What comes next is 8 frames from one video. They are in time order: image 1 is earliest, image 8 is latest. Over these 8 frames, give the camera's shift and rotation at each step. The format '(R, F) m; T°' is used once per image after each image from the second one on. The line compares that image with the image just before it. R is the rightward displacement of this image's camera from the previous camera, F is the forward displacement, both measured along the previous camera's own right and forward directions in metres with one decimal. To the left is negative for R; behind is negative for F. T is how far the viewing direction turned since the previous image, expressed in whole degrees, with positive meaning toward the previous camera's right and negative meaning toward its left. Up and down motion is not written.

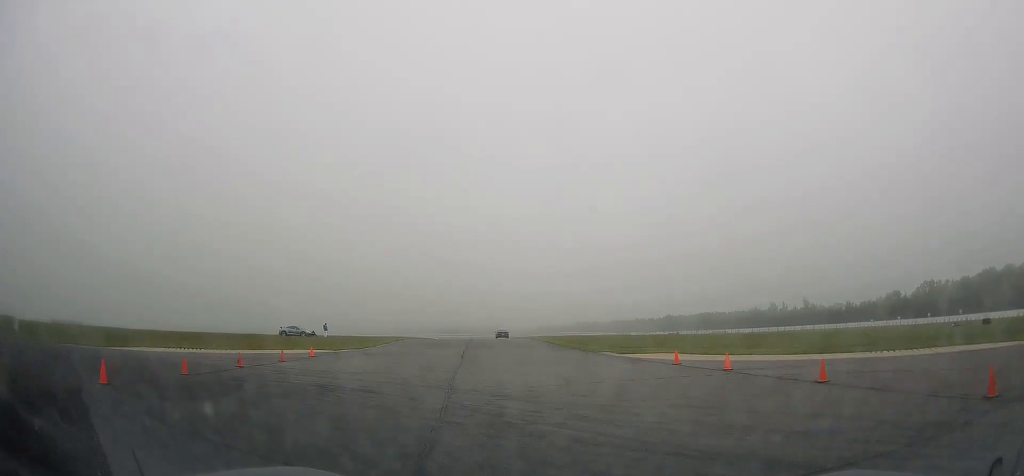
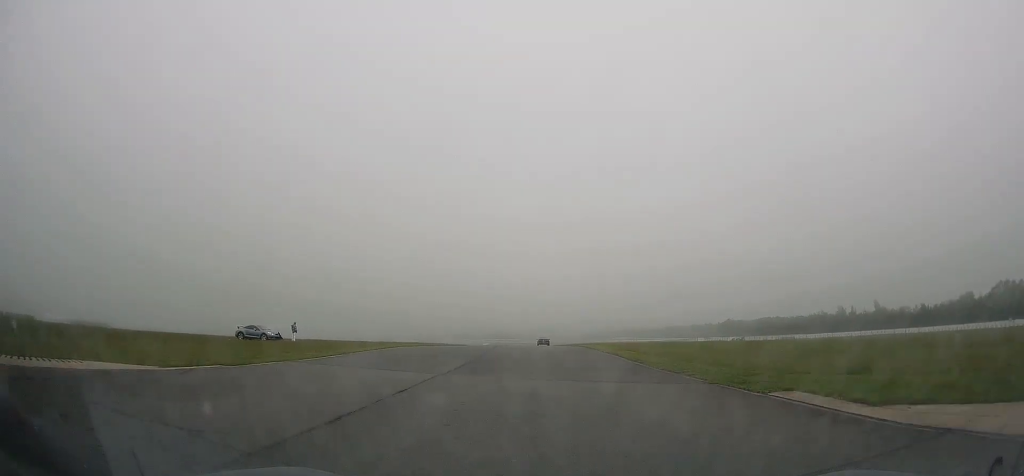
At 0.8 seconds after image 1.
(-1.2, +20.4) m; -5°
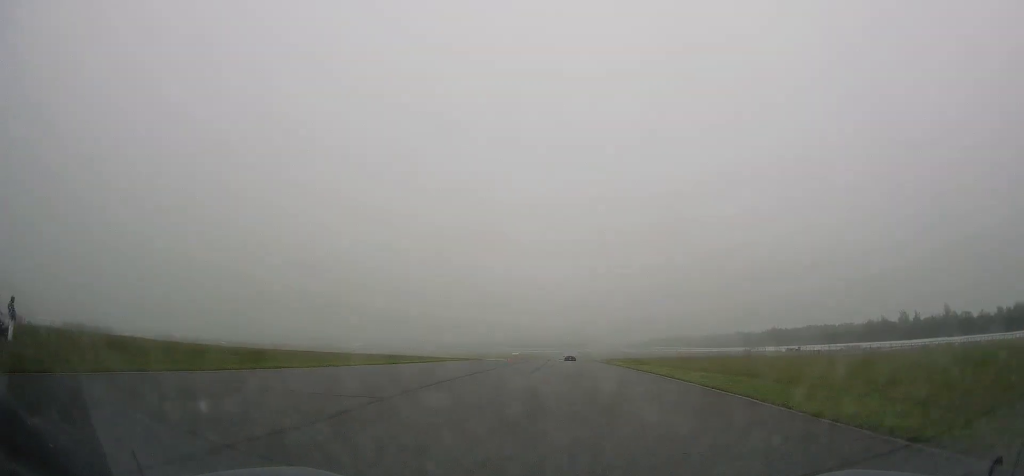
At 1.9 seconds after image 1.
(-1.3, +33.0) m; -3°
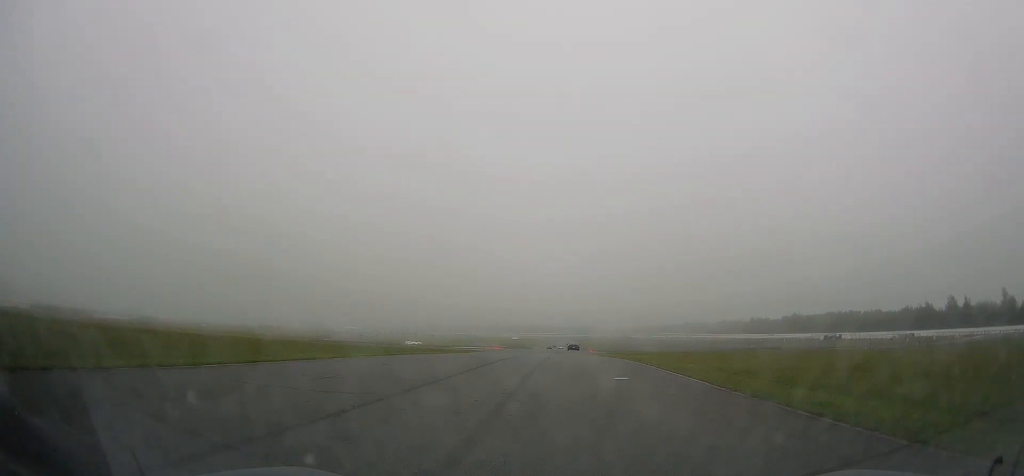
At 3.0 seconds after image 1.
(-0.4, +35.8) m; 0°
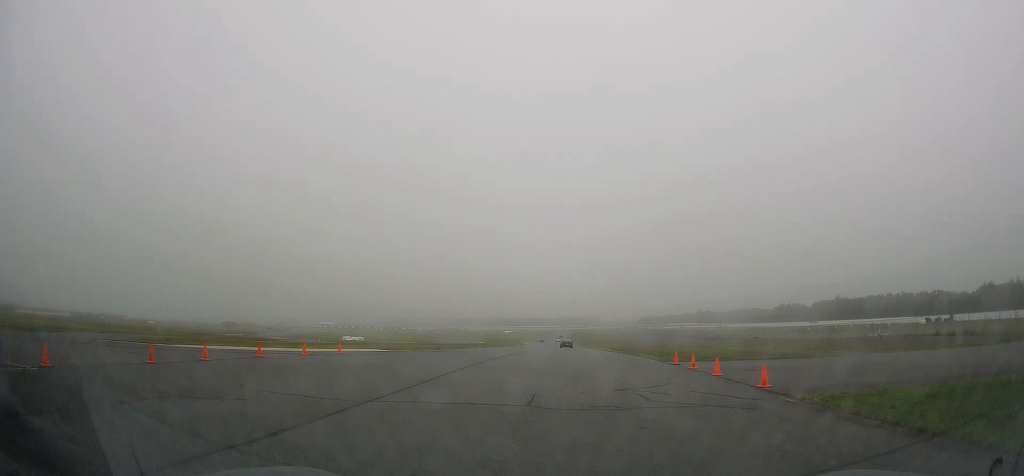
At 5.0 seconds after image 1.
(0.0, +67.7) m; 0°
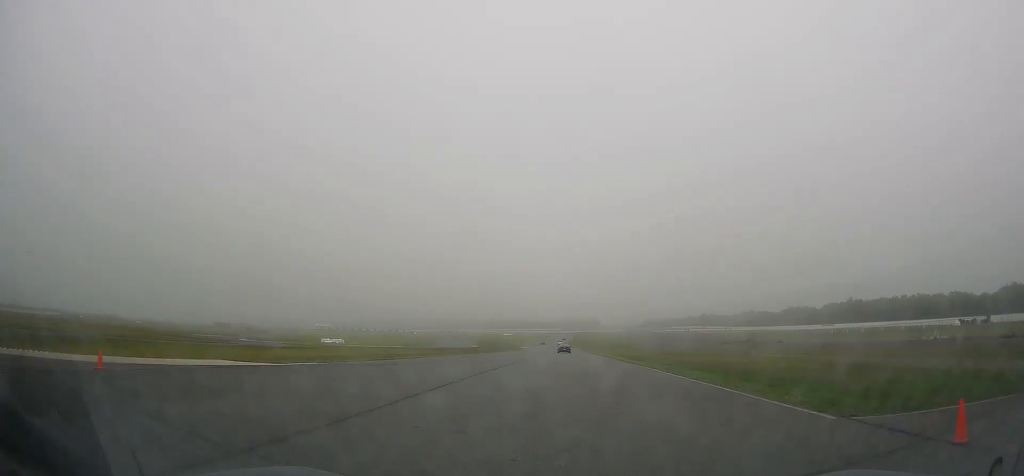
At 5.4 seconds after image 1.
(+0.1, +15.7) m; 0°
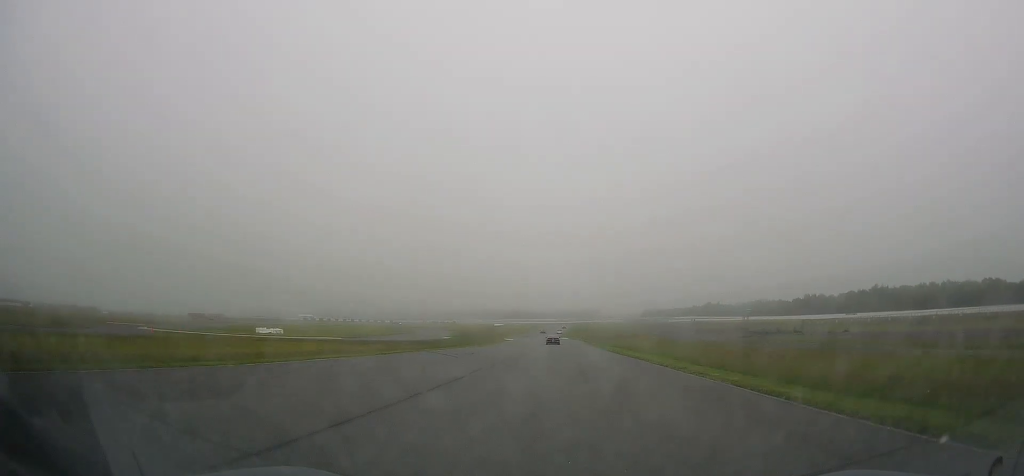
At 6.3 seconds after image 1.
(-0.2, +32.5) m; 0°
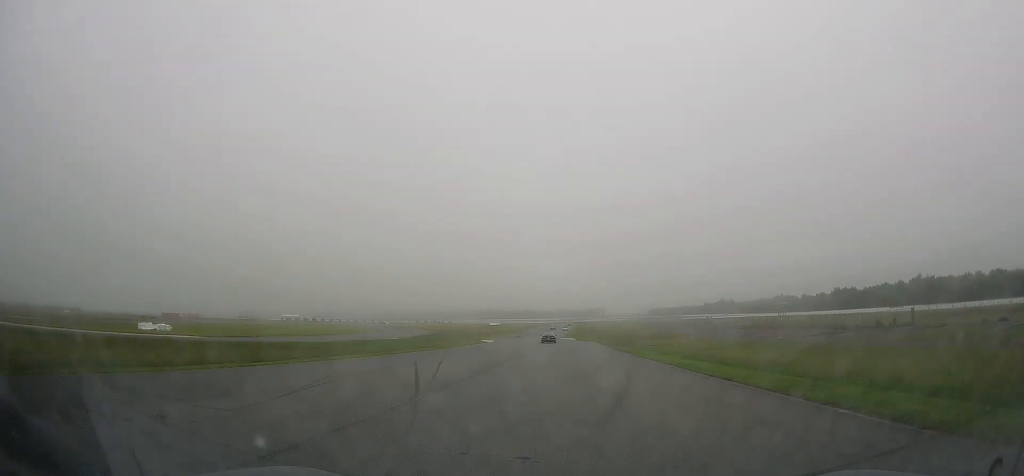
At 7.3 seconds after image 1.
(+0.3, +38.9) m; 0°
